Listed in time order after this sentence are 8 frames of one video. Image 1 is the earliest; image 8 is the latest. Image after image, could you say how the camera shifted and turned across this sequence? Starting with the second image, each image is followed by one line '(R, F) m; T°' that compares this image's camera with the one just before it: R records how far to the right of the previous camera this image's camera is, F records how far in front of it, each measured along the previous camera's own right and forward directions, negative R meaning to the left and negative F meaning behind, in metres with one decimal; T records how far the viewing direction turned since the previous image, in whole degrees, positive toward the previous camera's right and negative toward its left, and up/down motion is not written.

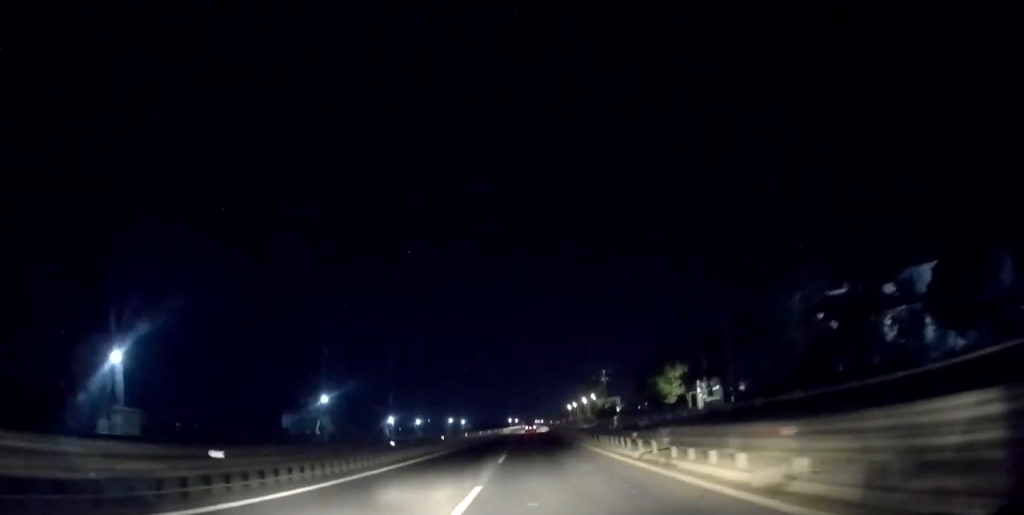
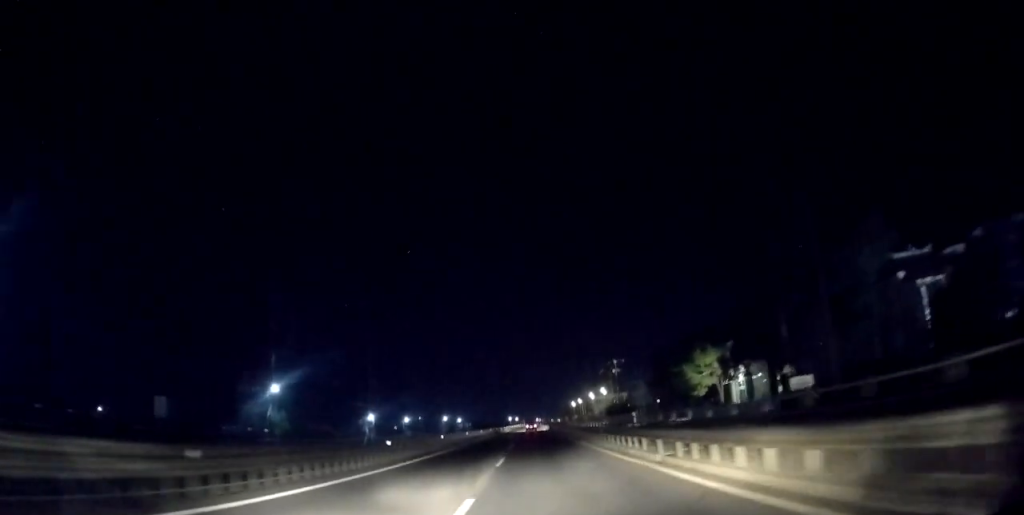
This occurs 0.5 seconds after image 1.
(-0.1, +14.3) m; 0°
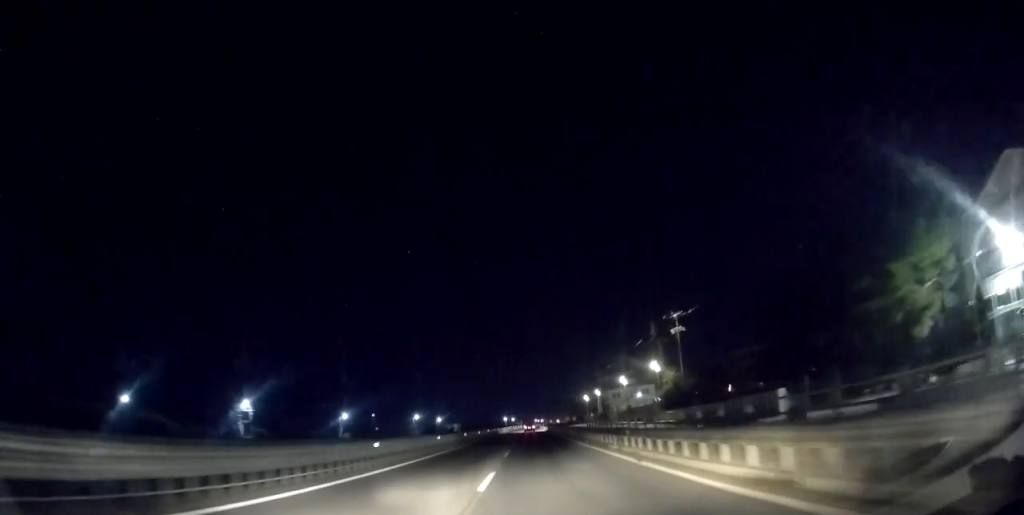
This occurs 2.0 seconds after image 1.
(-0.2, +42.5) m; 0°
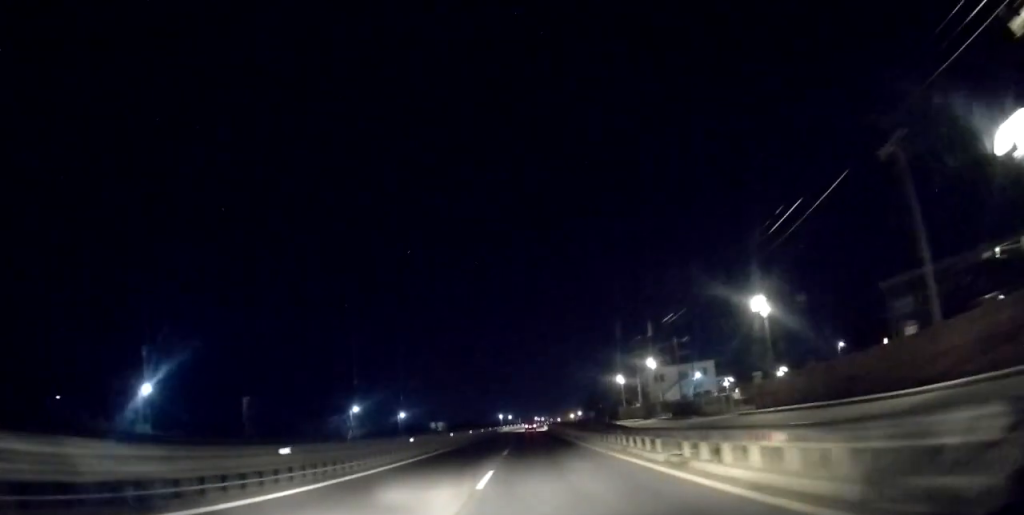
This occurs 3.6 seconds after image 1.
(-0.2, +48.5) m; -1°
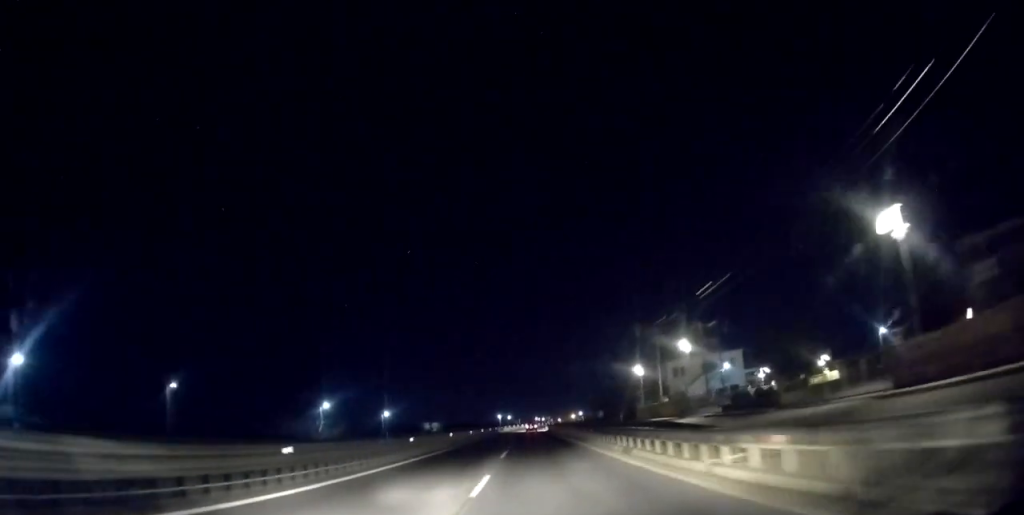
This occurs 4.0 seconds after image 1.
(-0.2, +13.2) m; 0°
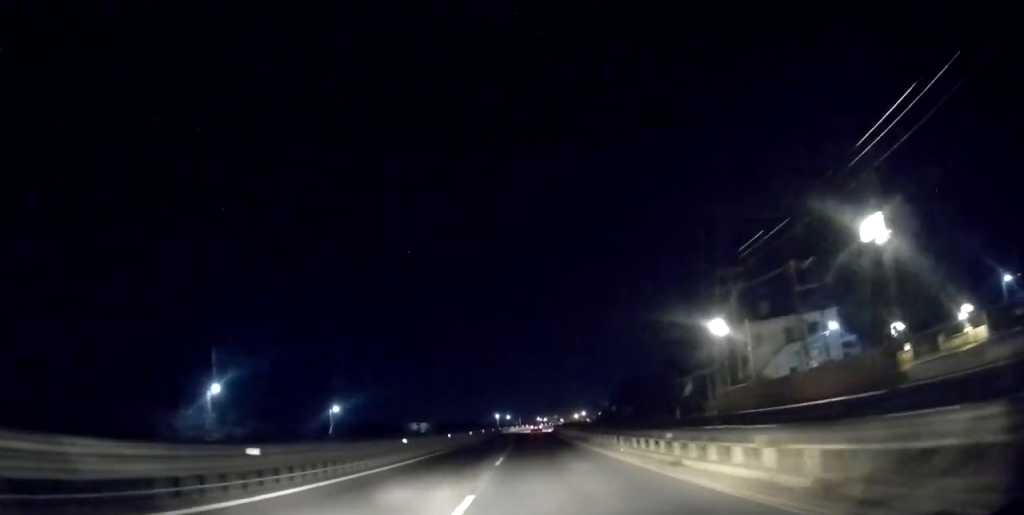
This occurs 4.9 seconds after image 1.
(+0.5, +28.1) m; 0°
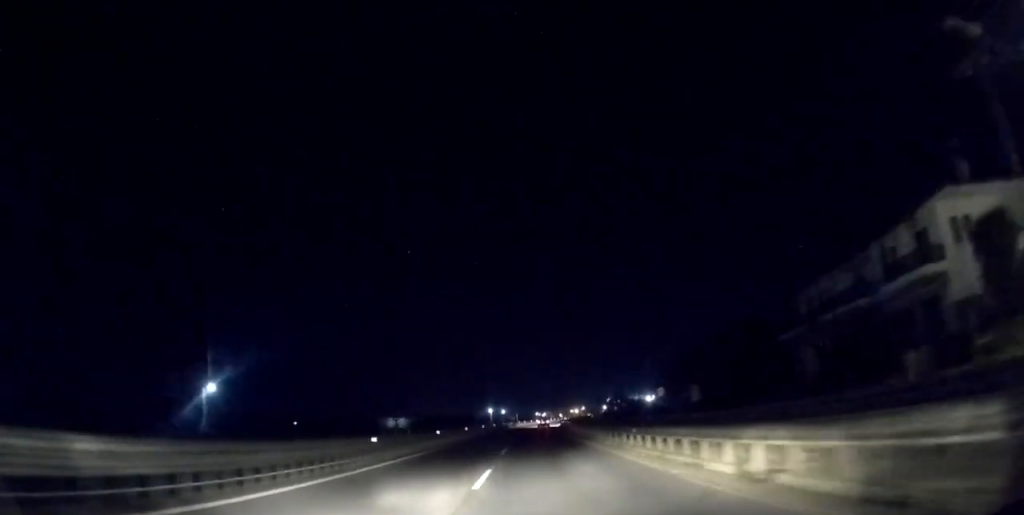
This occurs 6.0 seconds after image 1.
(-0.4, +31.3) m; 0°
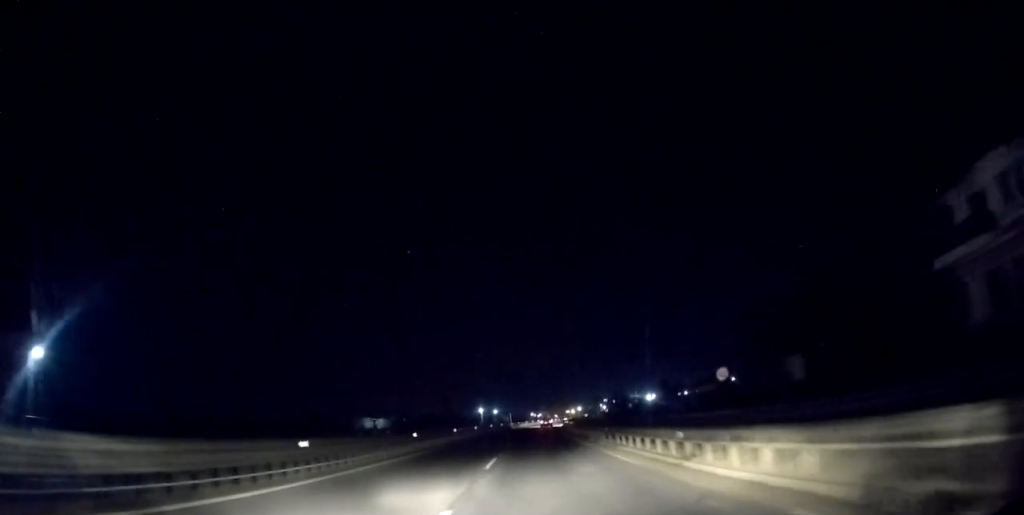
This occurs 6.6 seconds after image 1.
(+0.2, +19.4) m; 0°
